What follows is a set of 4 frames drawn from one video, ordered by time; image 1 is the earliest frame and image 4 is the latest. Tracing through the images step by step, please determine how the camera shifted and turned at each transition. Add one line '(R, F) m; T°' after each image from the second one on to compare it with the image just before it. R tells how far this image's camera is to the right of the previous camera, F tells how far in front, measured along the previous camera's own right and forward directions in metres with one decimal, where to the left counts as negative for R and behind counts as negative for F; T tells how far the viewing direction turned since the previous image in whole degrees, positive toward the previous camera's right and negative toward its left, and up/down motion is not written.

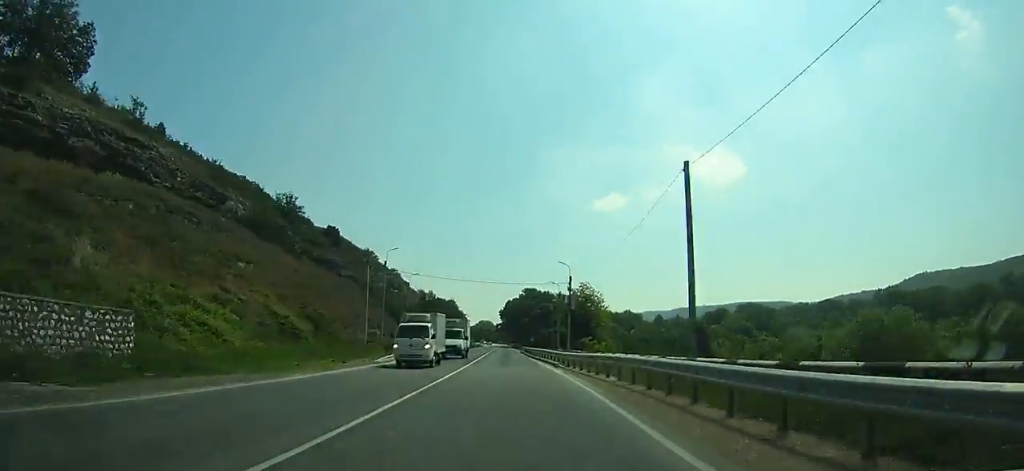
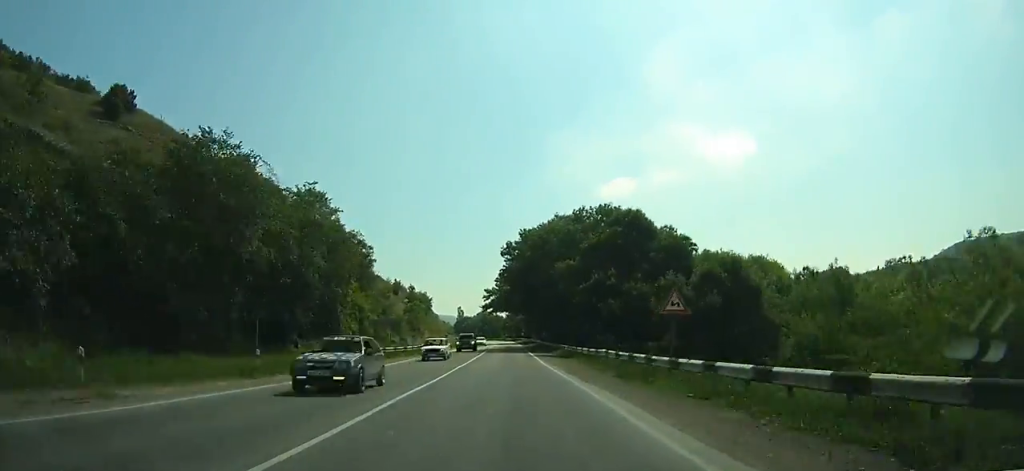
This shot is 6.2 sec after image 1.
(-2.0, +106.8) m; -1°
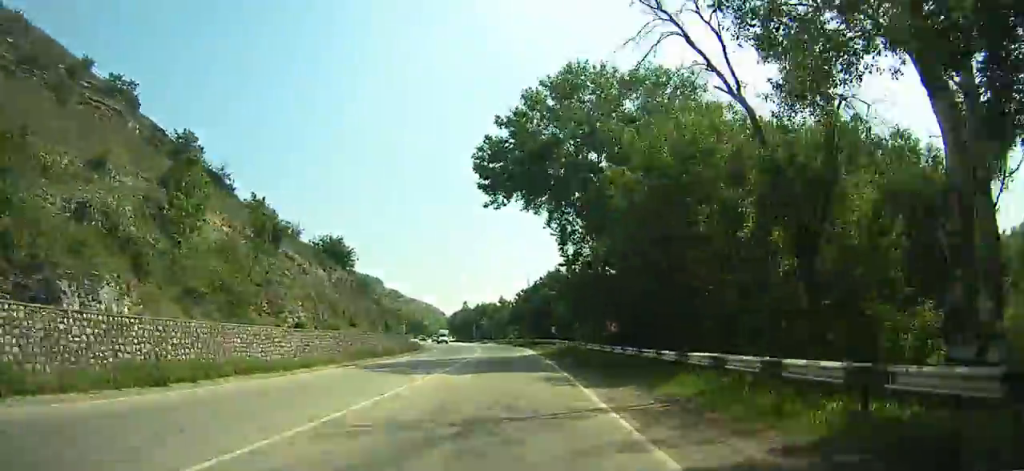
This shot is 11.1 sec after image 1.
(-0.2, +84.0) m; -1°
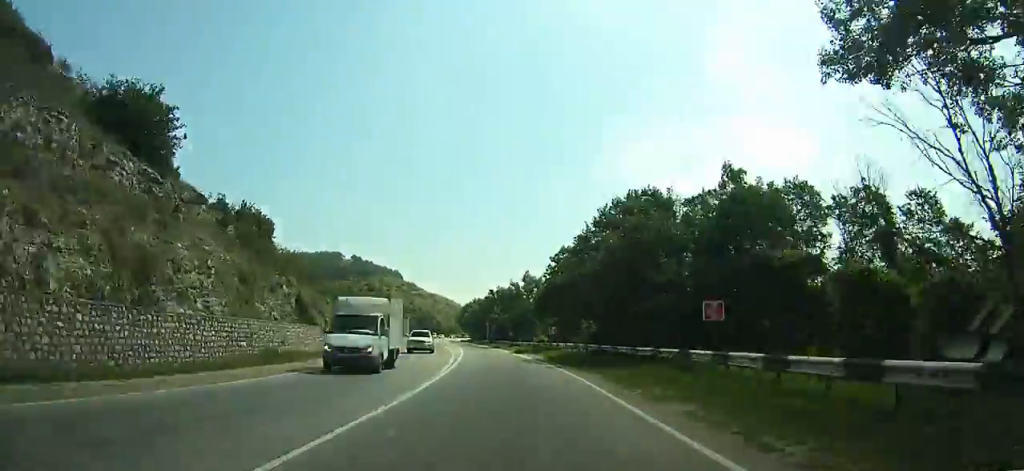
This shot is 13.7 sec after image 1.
(-0.5, +43.5) m; -2°
